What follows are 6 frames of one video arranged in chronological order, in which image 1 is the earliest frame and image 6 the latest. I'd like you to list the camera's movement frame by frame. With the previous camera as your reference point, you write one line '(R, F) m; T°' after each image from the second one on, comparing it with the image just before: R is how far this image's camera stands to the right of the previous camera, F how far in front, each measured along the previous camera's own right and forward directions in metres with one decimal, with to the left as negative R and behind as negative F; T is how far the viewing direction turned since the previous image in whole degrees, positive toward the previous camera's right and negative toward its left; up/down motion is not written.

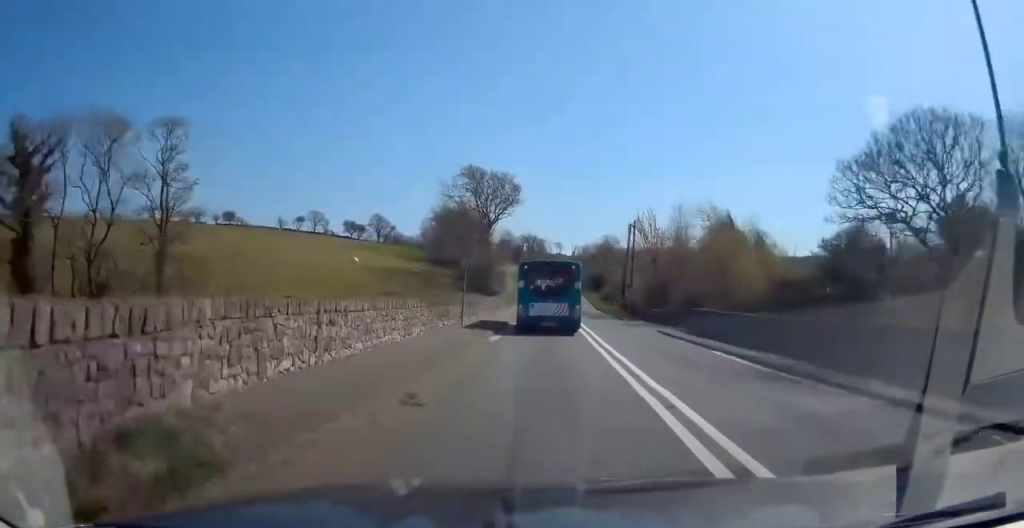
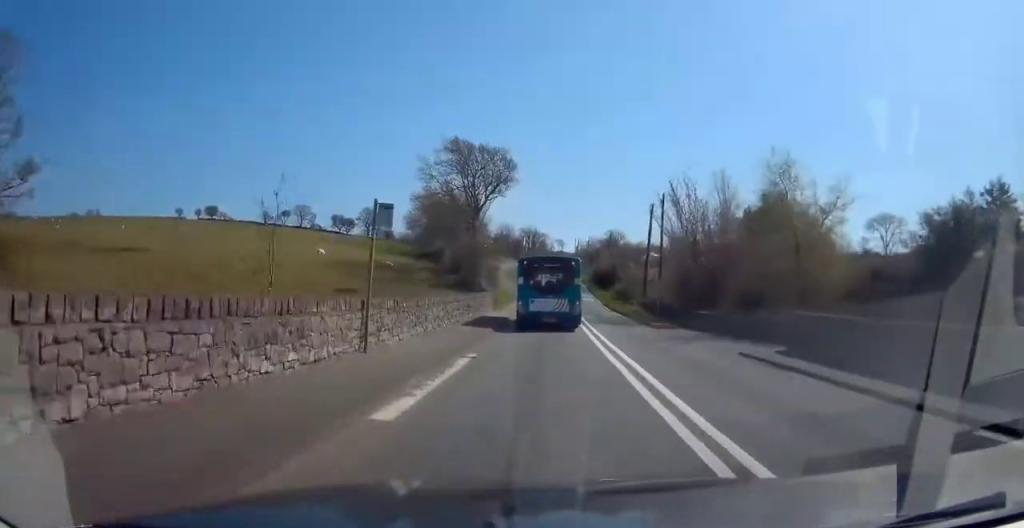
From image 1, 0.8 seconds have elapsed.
(+0.1, +14.2) m; -2°
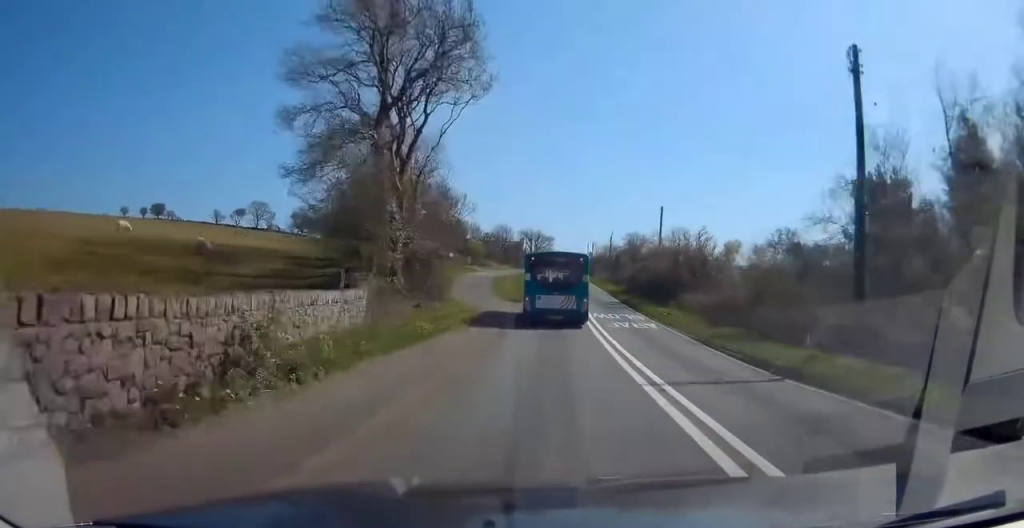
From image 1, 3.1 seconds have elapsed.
(-1.0, +37.9) m; -1°
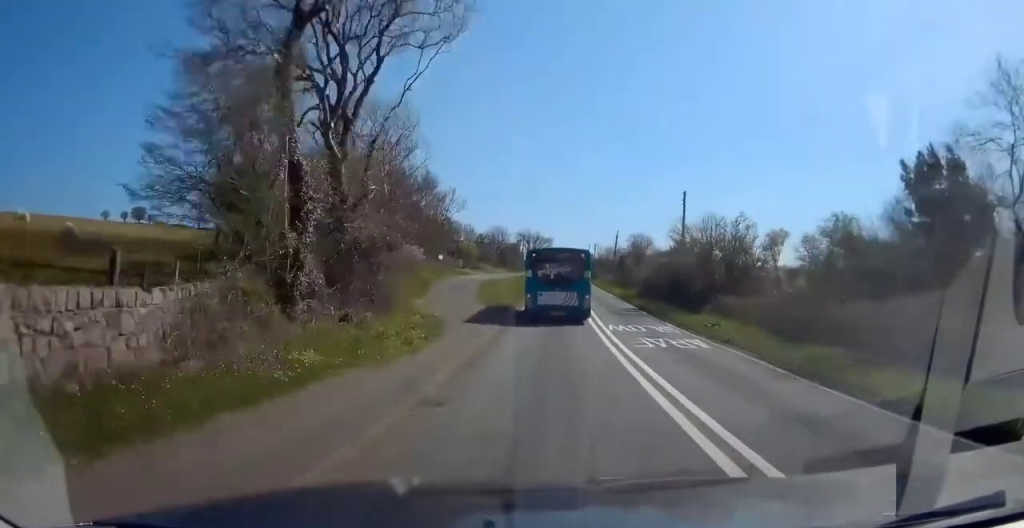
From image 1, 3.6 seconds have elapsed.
(0.0, +9.6) m; 0°
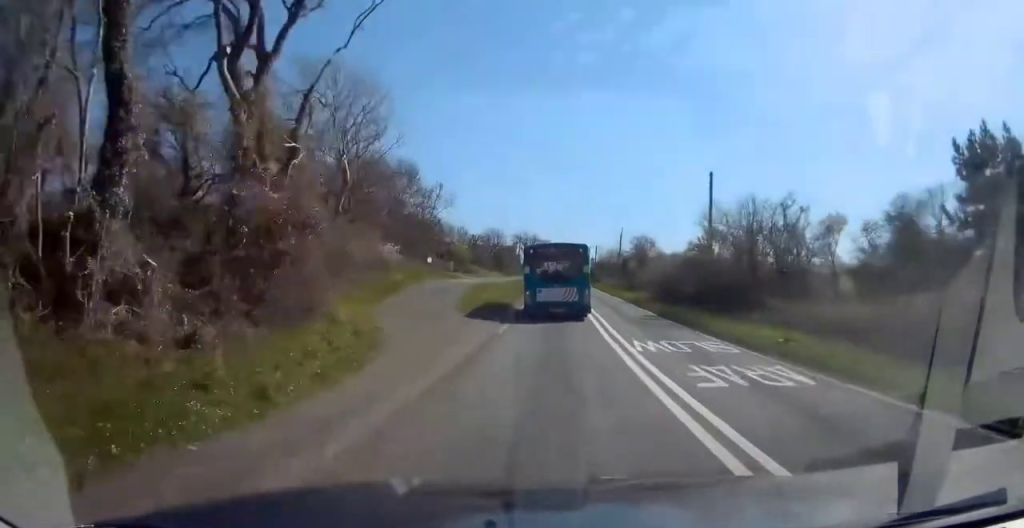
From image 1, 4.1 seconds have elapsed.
(0.0, +7.8) m; 0°
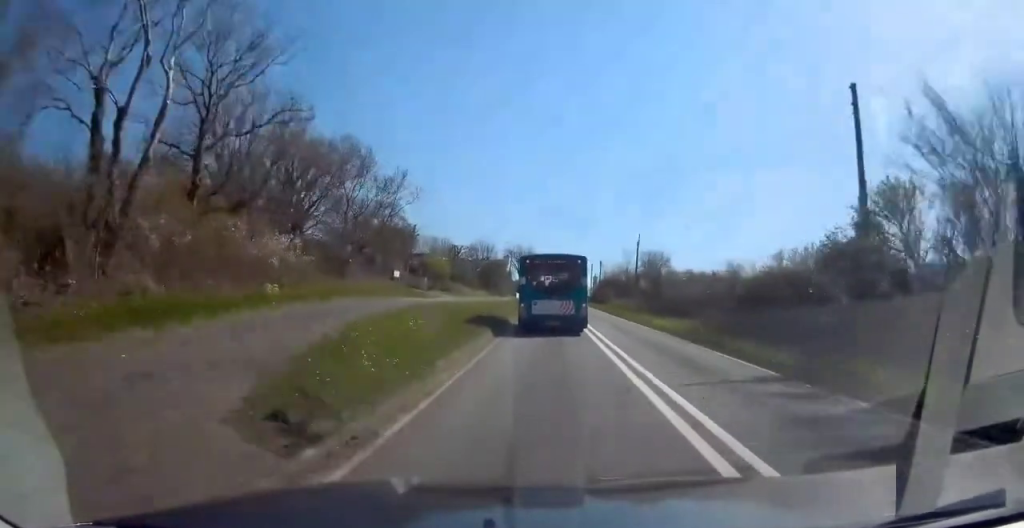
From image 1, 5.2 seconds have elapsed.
(0.0, +17.6) m; 0°
